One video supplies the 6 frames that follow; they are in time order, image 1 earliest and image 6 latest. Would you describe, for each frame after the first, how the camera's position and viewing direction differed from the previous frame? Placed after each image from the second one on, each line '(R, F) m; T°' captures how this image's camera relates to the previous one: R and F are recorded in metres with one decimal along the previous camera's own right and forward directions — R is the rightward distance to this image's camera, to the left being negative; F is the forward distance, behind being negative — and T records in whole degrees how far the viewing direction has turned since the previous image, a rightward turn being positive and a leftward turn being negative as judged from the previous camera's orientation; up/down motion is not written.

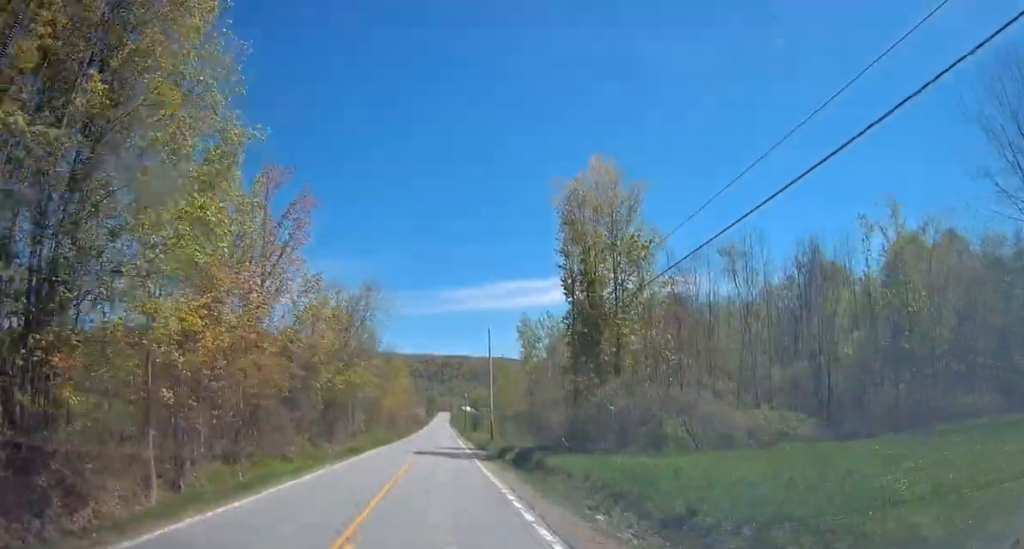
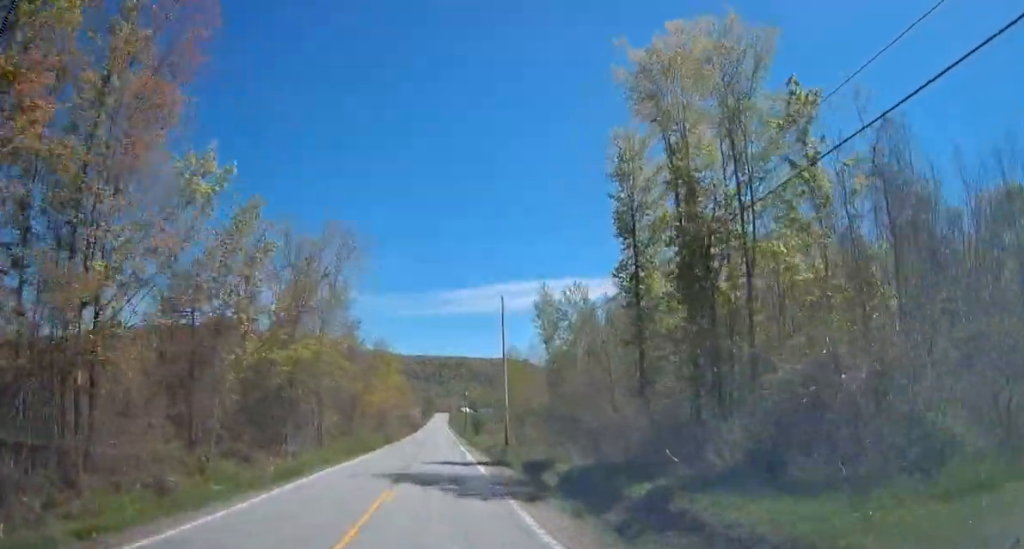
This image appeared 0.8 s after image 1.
(0.0, +16.4) m; 0°
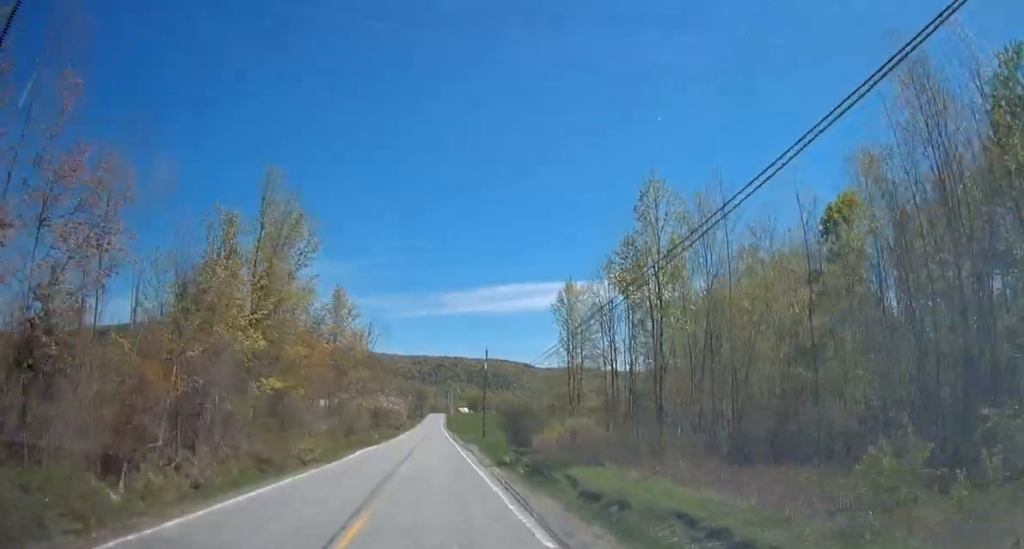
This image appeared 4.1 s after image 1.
(0.0, +66.9) m; +1°
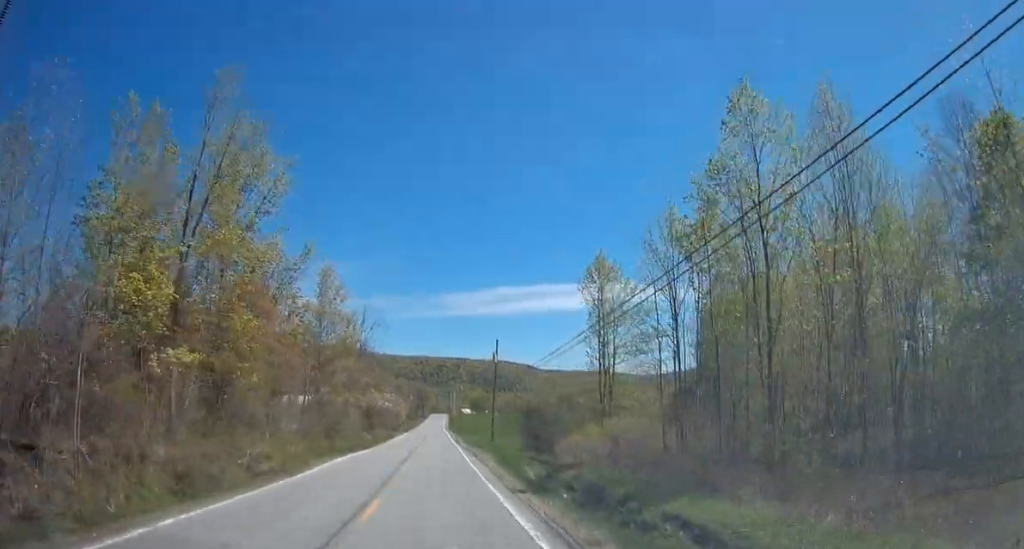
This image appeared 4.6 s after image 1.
(+0.1, +10.2) m; 0°
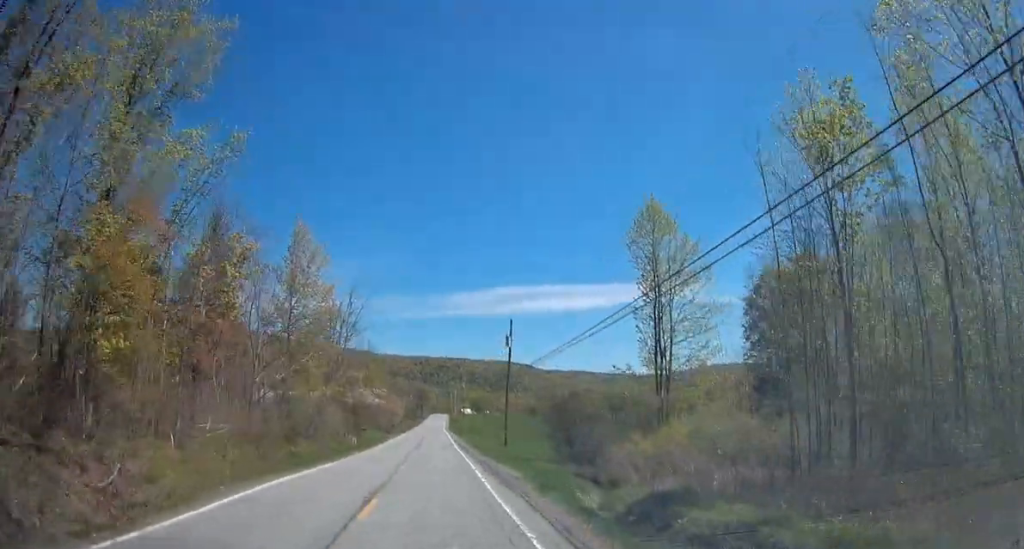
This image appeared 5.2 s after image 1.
(0.0, +12.3) m; 0°
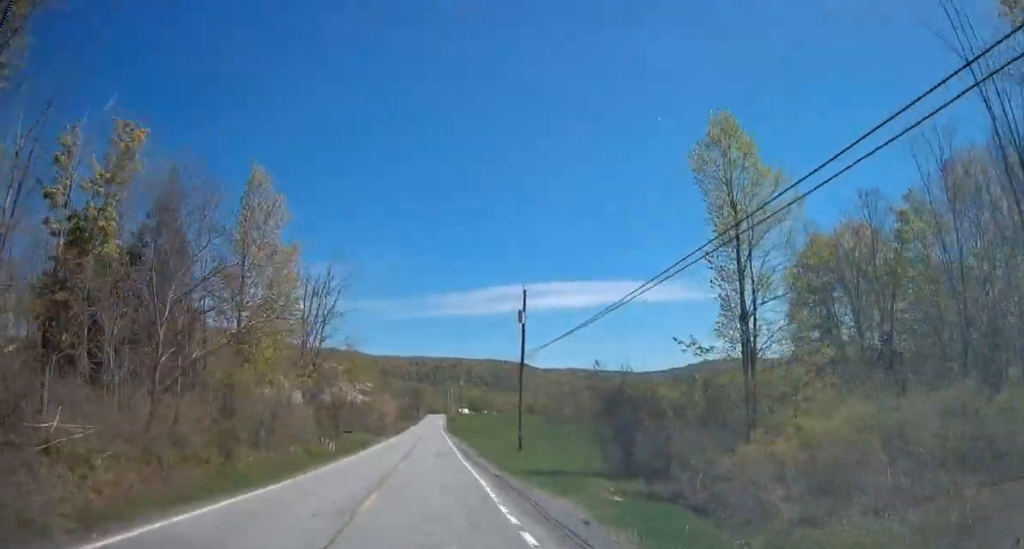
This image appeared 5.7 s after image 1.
(0.0, +10.9) m; 0°
